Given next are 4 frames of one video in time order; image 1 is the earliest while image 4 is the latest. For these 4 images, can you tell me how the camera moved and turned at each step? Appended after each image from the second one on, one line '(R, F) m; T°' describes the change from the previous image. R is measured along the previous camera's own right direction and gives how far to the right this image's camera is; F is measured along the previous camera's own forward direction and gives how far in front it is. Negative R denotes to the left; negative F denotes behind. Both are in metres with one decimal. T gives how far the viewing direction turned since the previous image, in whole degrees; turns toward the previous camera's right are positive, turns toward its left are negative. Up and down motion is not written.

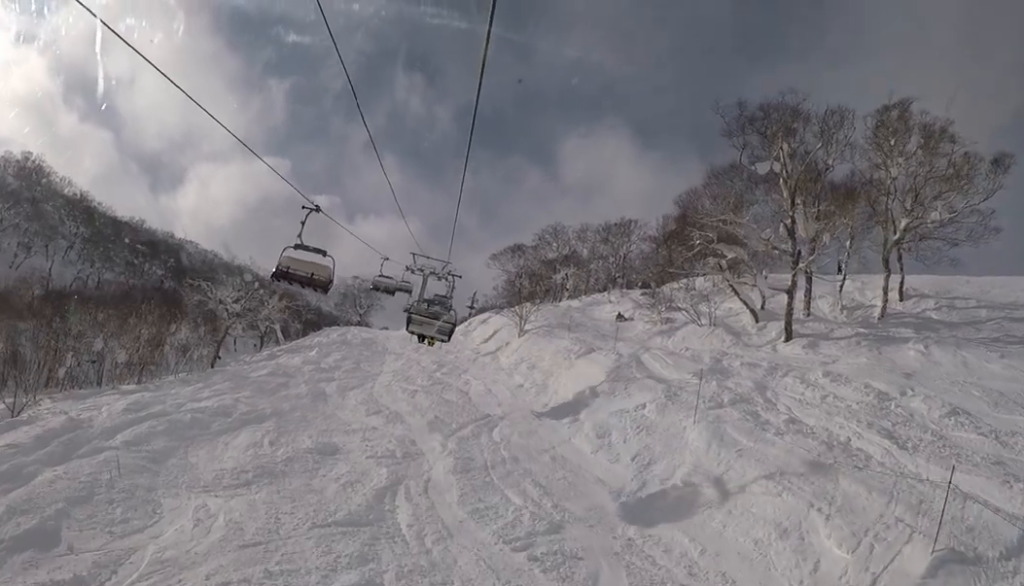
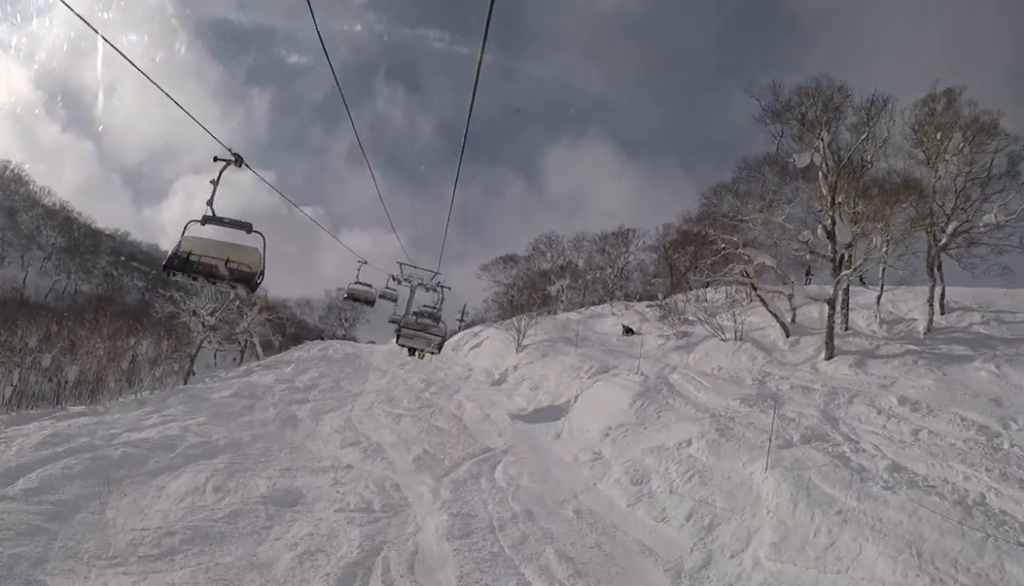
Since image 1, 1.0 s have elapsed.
(-0.5, +4.5) m; -5°
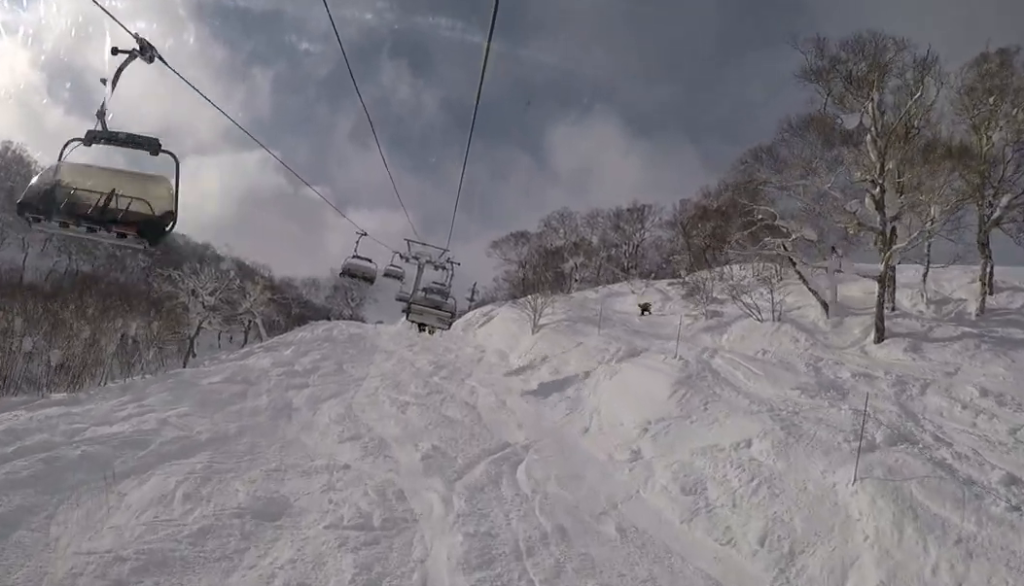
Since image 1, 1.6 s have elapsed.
(0.0, +2.8) m; +4°
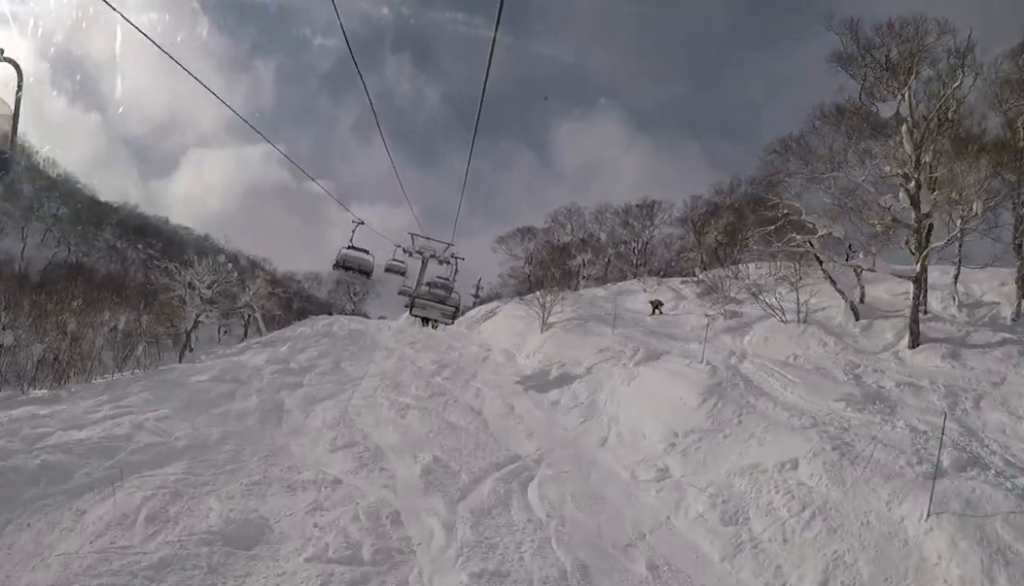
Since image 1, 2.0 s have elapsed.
(-0.1, +1.9) m; +7°
